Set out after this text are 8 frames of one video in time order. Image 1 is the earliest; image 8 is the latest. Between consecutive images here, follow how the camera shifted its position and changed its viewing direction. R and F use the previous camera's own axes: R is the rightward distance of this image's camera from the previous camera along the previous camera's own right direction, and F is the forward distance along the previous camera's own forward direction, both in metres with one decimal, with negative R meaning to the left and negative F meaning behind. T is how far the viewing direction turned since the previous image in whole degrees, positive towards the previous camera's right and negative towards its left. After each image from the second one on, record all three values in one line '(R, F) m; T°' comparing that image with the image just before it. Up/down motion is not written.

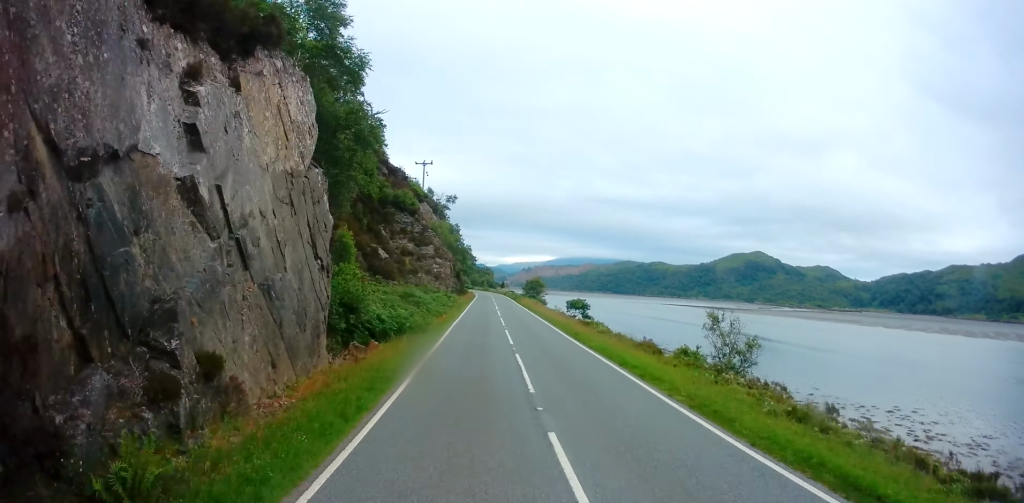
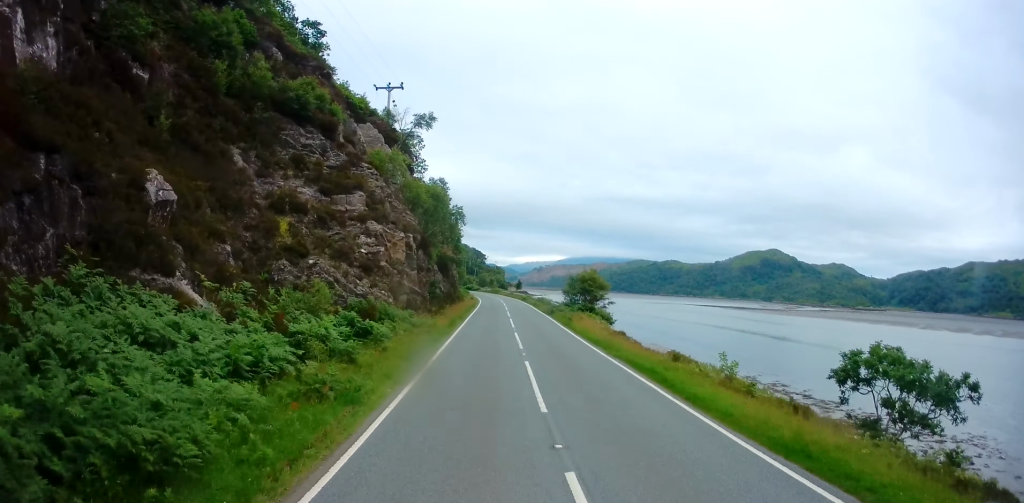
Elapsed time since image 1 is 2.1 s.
(-1.3, +38.4) m; -2°
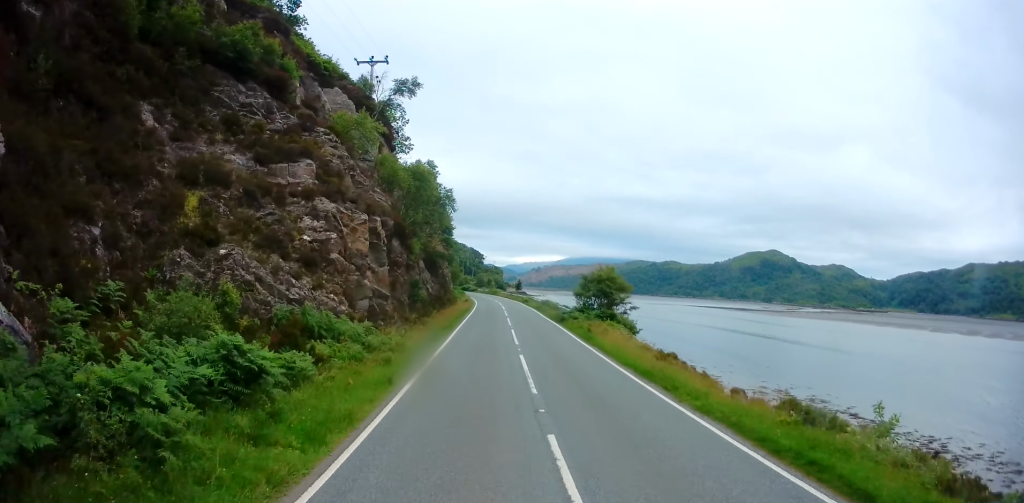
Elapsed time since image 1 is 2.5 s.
(0.0, +7.4) m; 0°
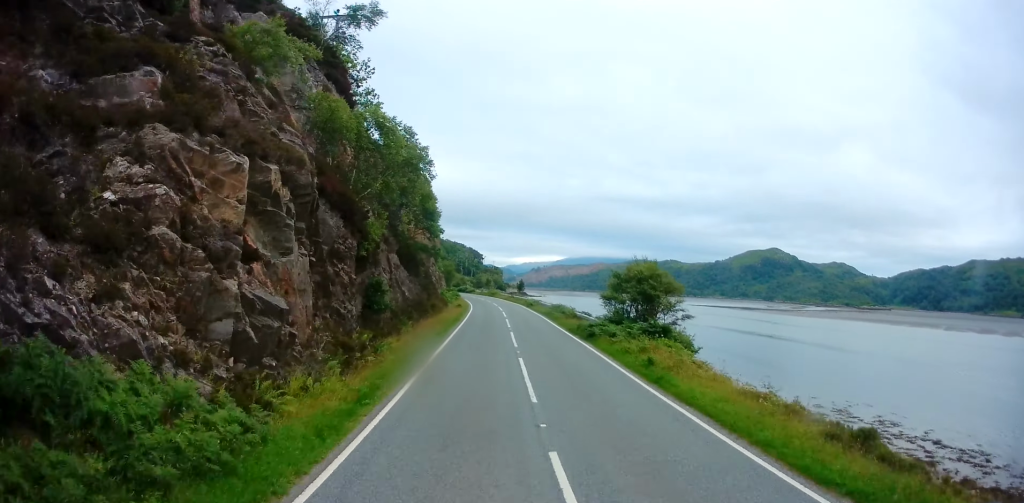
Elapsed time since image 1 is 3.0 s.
(+0.1, +9.9) m; 0°
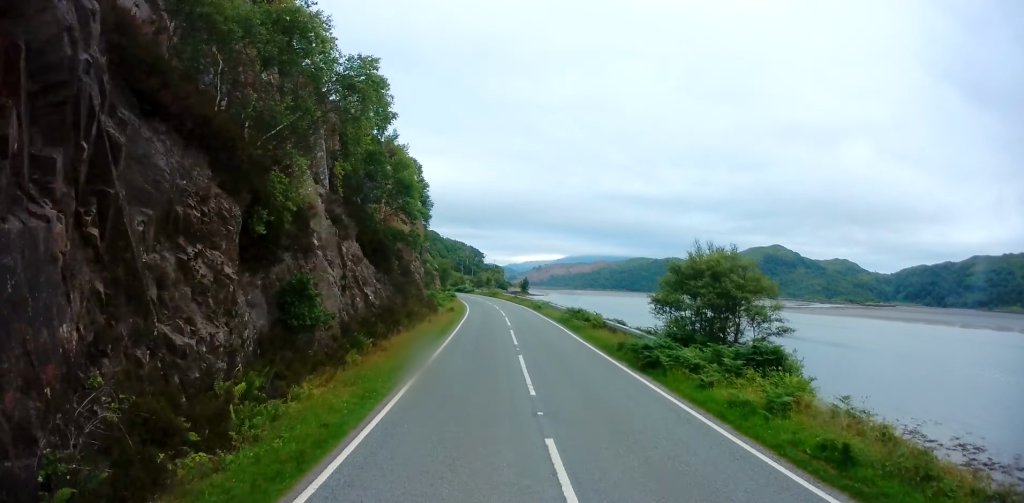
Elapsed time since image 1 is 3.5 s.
(0.0, +8.6) m; 0°
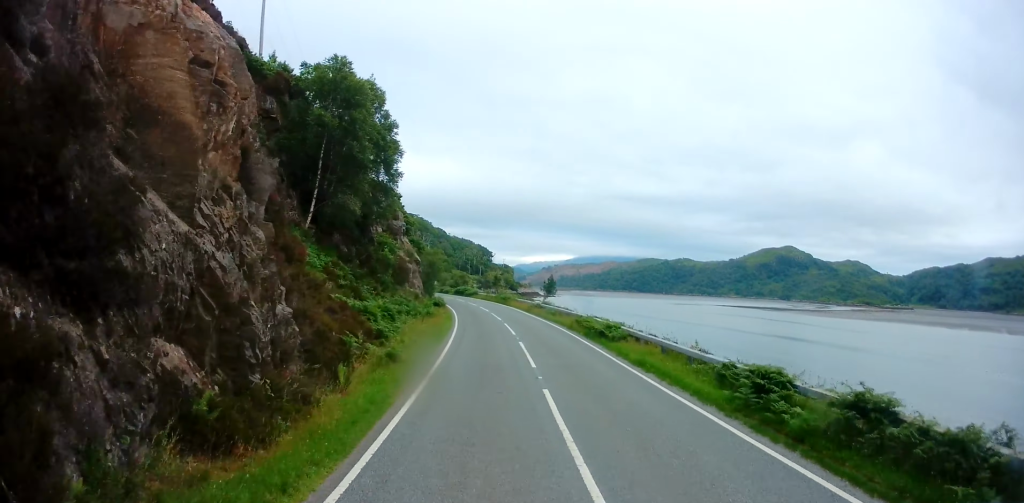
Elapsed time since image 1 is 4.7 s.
(-0.1, +23.6) m; 0°
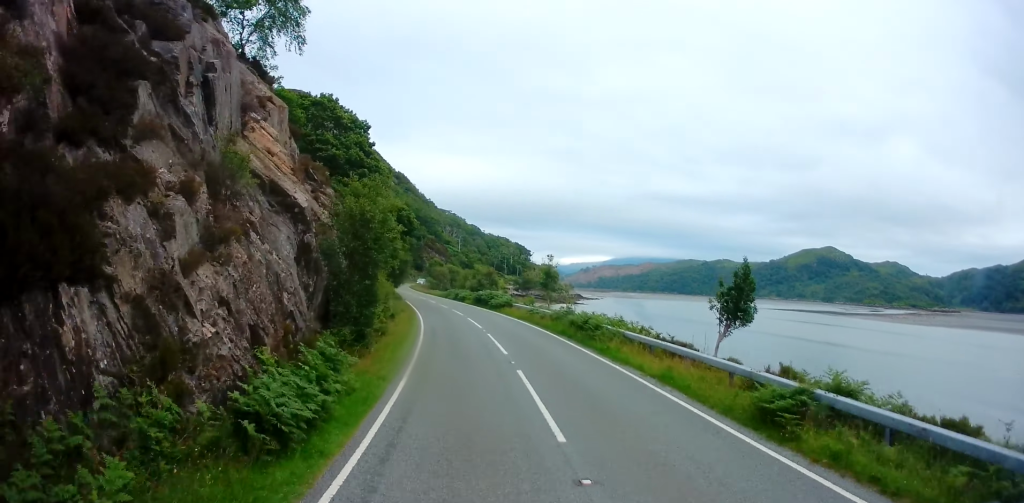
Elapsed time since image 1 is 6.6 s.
(-0.5, +34.0) m; -4°
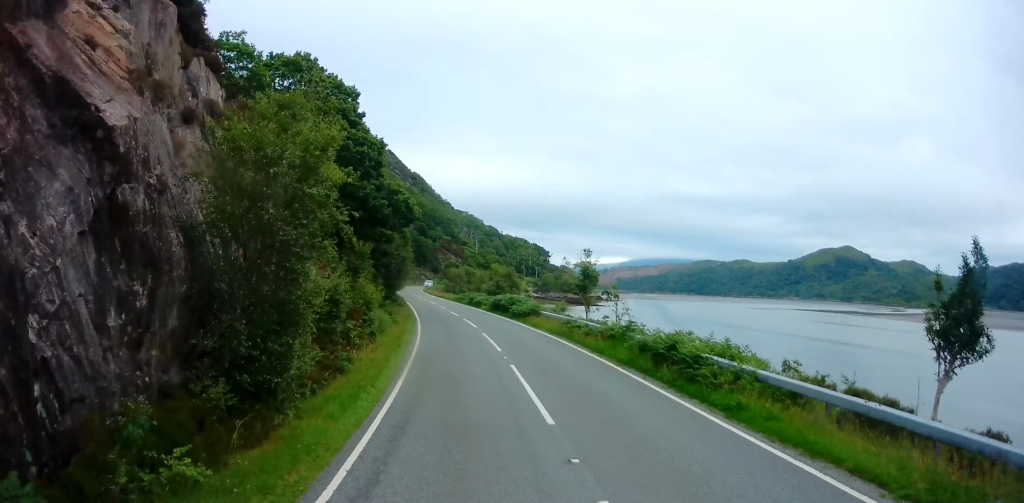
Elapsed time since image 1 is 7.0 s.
(+0.1, +8.0) m; -2°
